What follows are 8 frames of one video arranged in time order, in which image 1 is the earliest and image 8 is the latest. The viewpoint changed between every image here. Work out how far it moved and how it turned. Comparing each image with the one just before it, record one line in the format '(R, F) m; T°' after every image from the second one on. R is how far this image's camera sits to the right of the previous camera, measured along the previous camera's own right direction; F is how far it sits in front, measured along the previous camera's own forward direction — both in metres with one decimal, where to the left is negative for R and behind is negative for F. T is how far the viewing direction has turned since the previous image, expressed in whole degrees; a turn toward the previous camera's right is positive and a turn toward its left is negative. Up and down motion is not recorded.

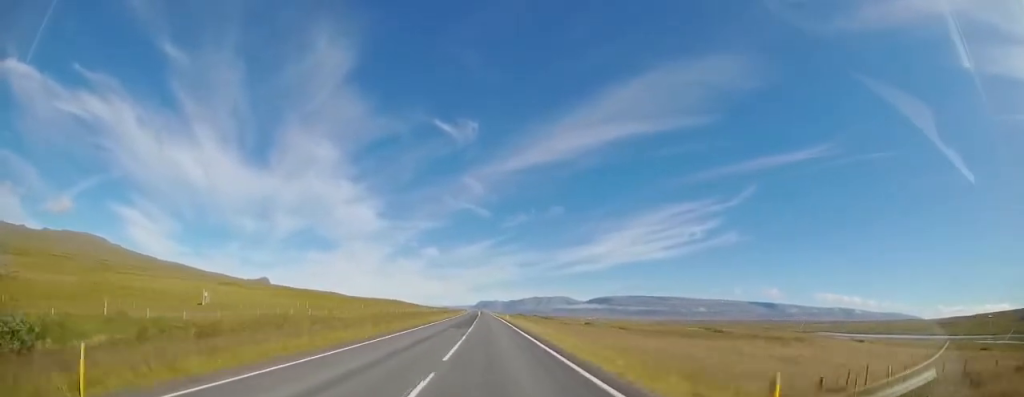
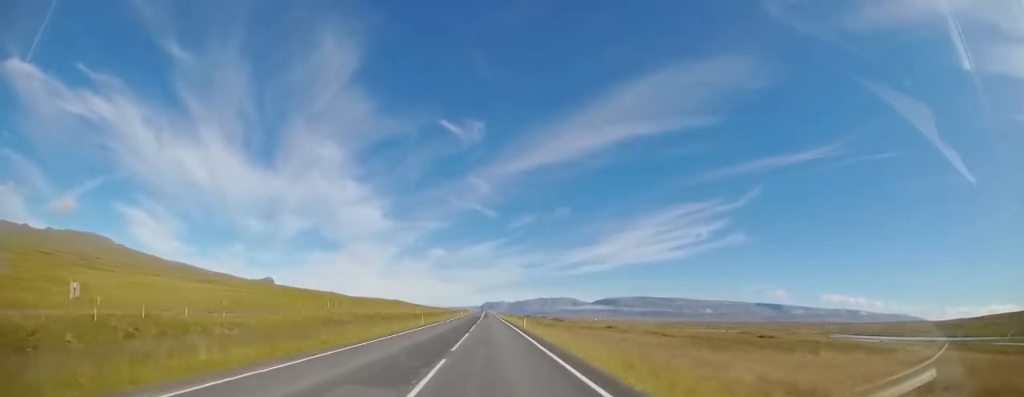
(+0.1, +21.2) m; +1°
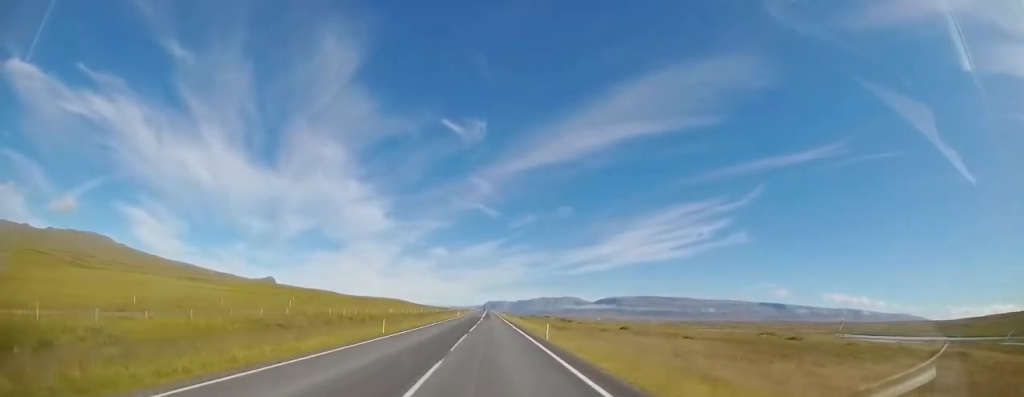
(+0.1, +12.6) m; 0°
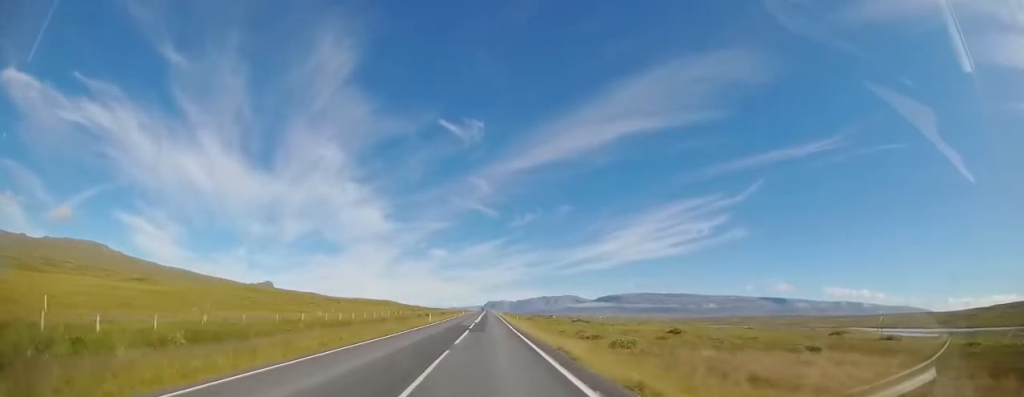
(-0.2, +33.0) m; -2°
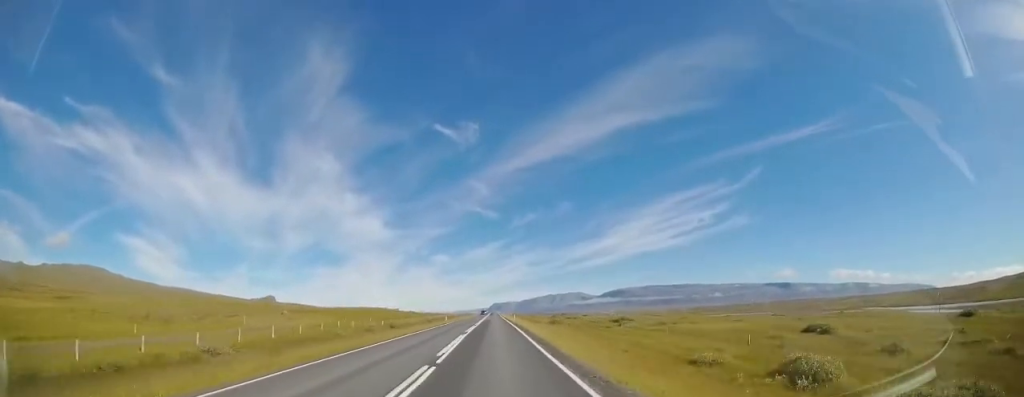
(-0.6, +39.0) m; -1°
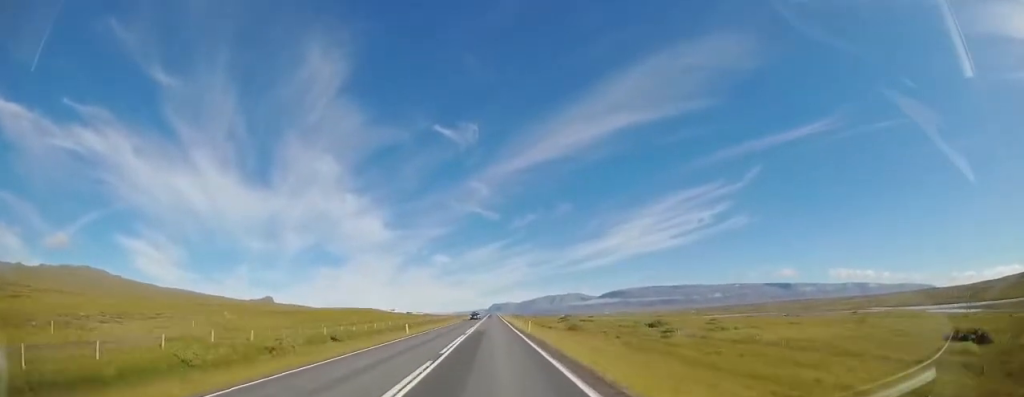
(+0.1, +21.8) m; 0°
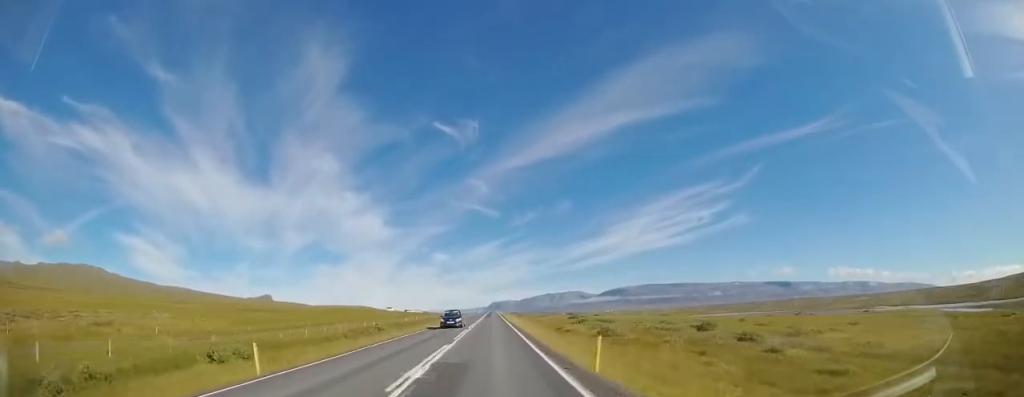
(-0.1, +18.1) m; -1°
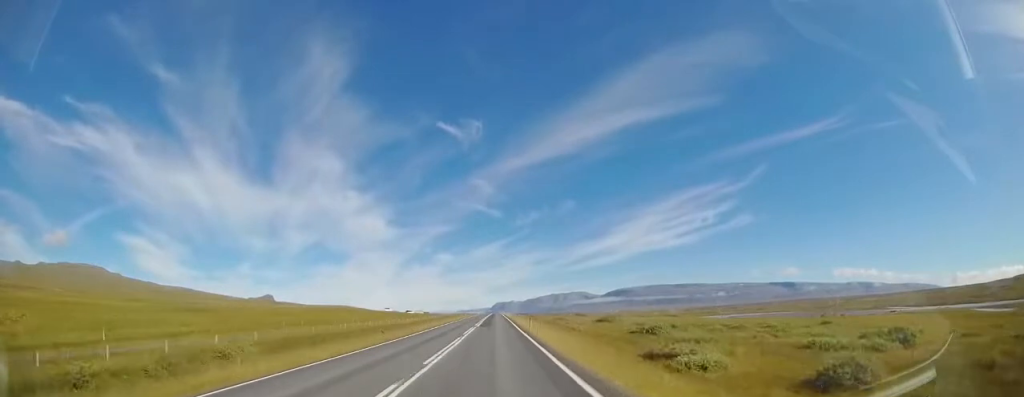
(-0.3, +32.6) m; 0°
